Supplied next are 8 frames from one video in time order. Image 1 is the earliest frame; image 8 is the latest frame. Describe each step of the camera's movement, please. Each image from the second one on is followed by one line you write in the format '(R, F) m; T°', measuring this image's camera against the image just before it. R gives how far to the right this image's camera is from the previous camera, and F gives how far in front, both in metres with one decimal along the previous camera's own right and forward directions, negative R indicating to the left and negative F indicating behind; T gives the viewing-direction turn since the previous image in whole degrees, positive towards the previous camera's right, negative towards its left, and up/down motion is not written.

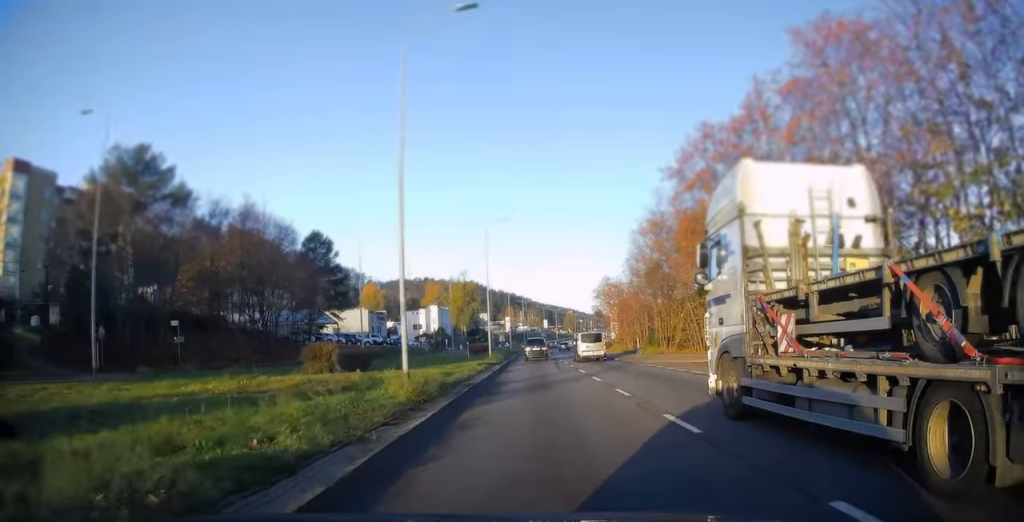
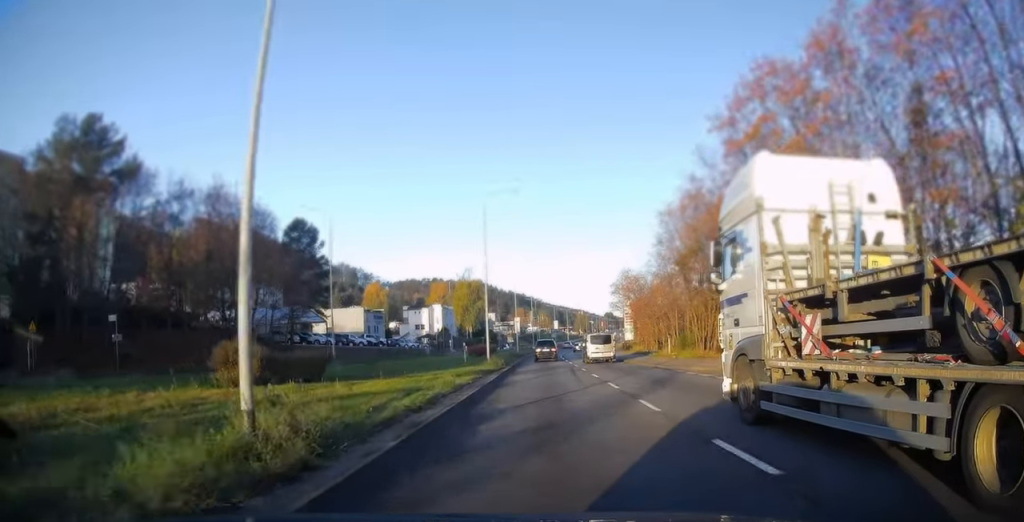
(+0.1, +8.7) m; -2°
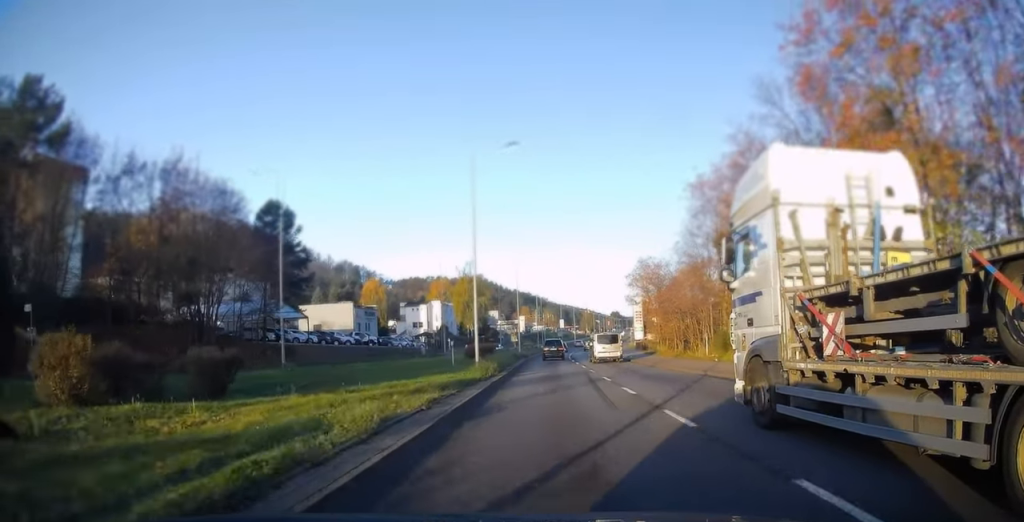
(0.0, +8.4) m; -1°
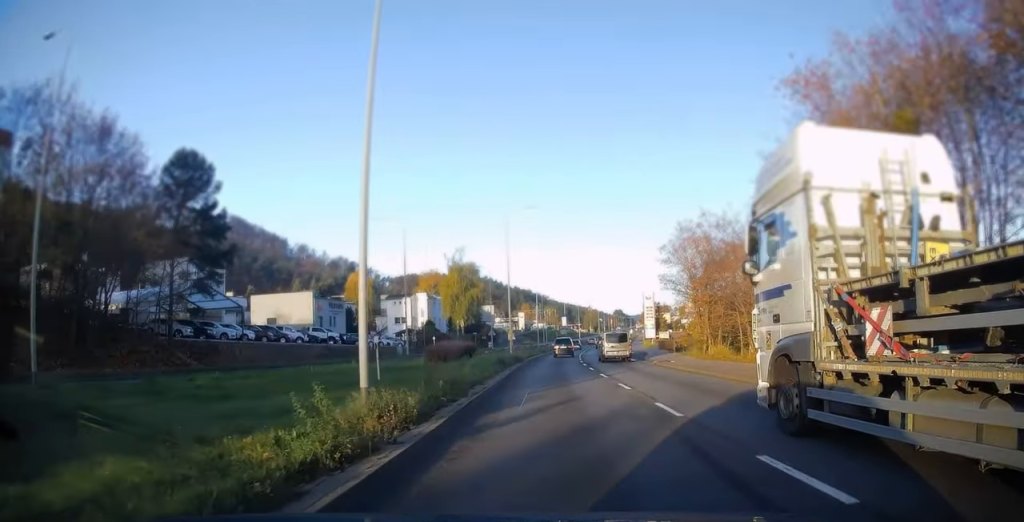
(-0.6, +16.8) m; -1°
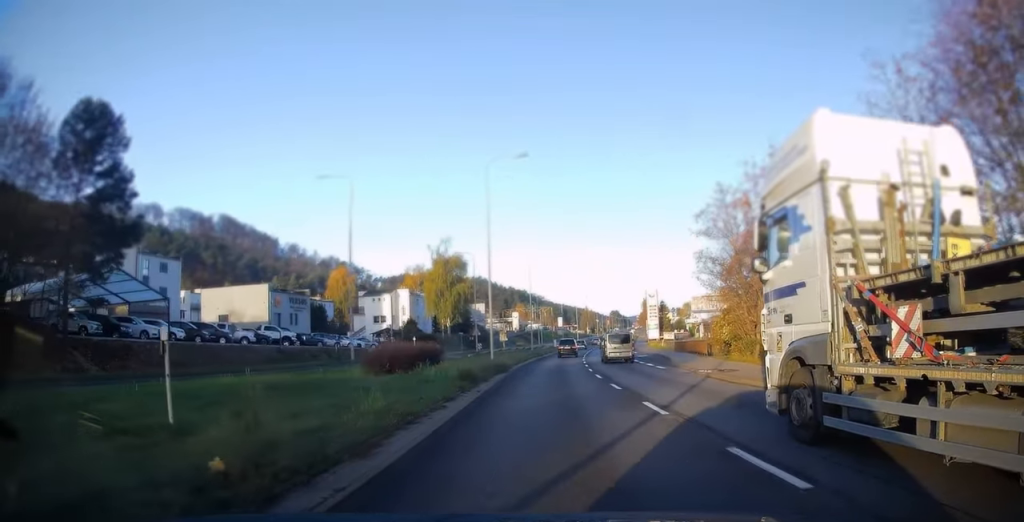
(+0.2, +11.5) m; +1°
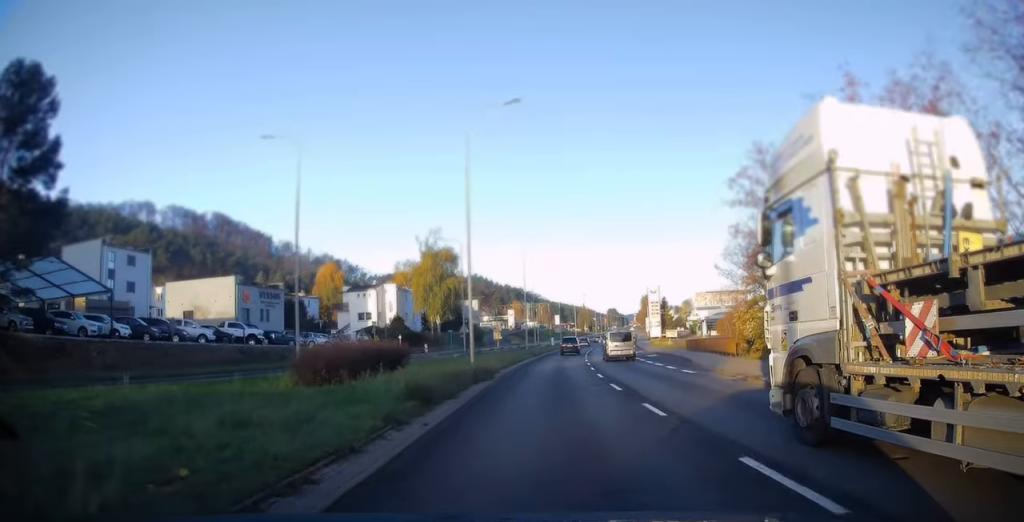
(0.0, +6.7) m; 0°
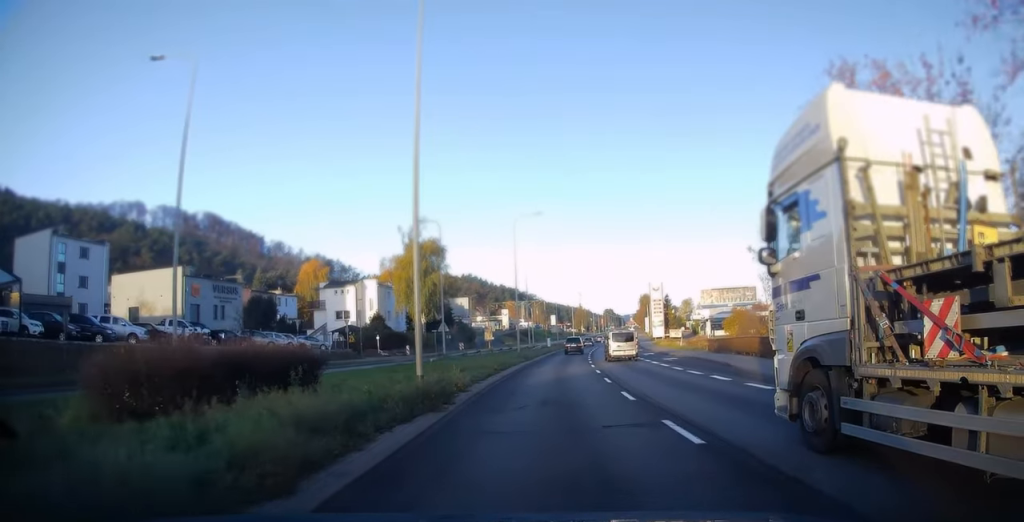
(0.0, +8.7) m; 0°
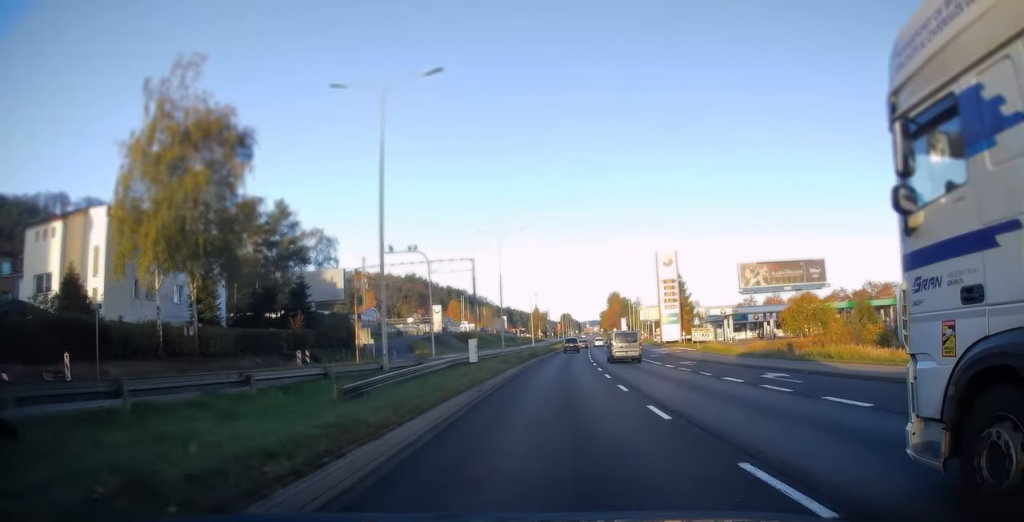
(+2.0, +51.5) m; +4°
